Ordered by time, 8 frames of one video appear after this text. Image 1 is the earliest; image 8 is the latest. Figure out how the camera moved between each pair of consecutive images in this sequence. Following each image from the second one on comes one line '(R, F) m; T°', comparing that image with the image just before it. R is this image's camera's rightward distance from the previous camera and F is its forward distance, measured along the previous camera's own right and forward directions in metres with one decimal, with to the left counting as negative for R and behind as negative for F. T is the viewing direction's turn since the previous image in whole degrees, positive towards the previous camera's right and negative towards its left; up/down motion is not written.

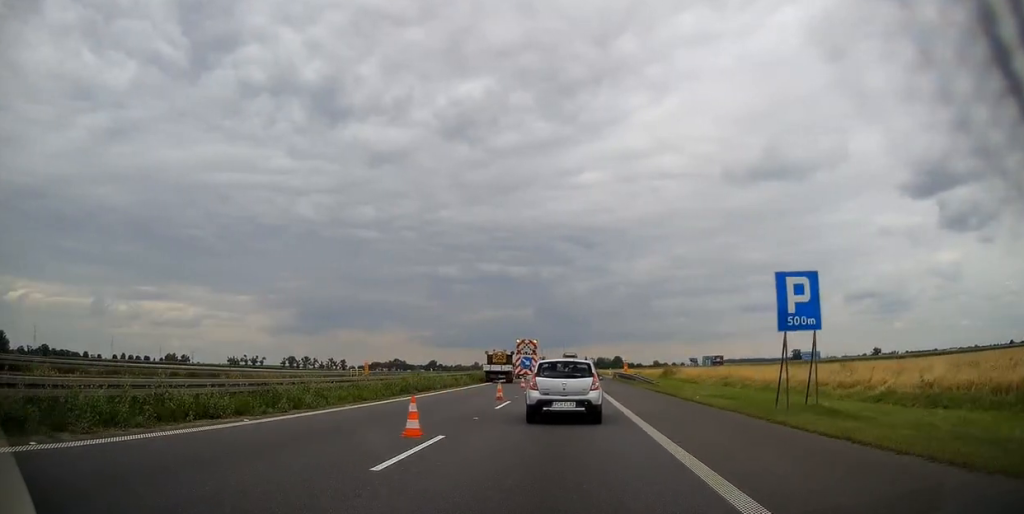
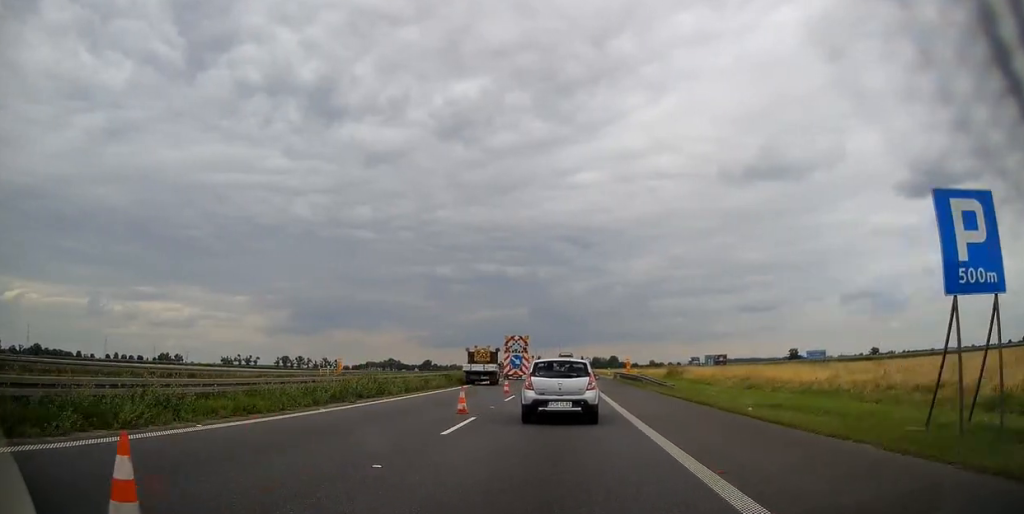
(0.0, +7.7) m; +1°
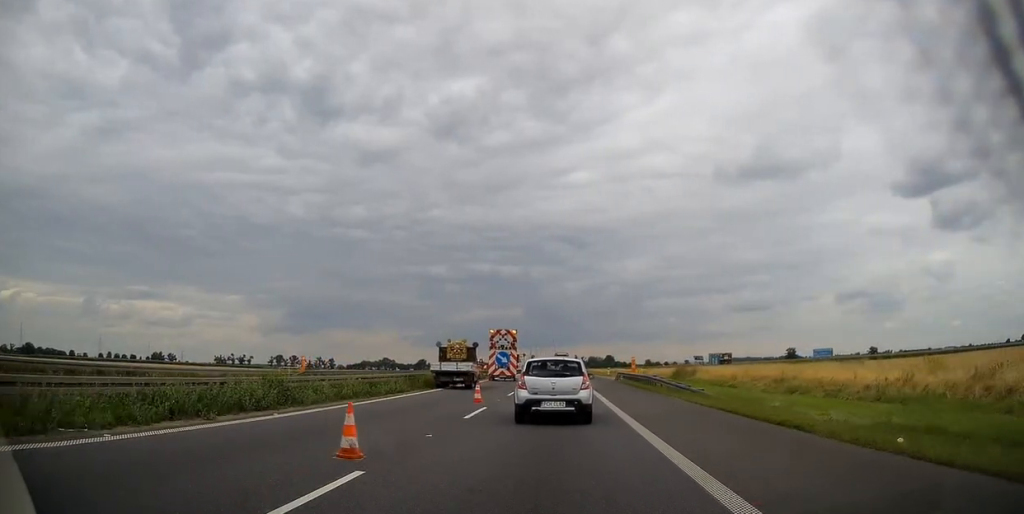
(+0.1, +8.4) m; +1°
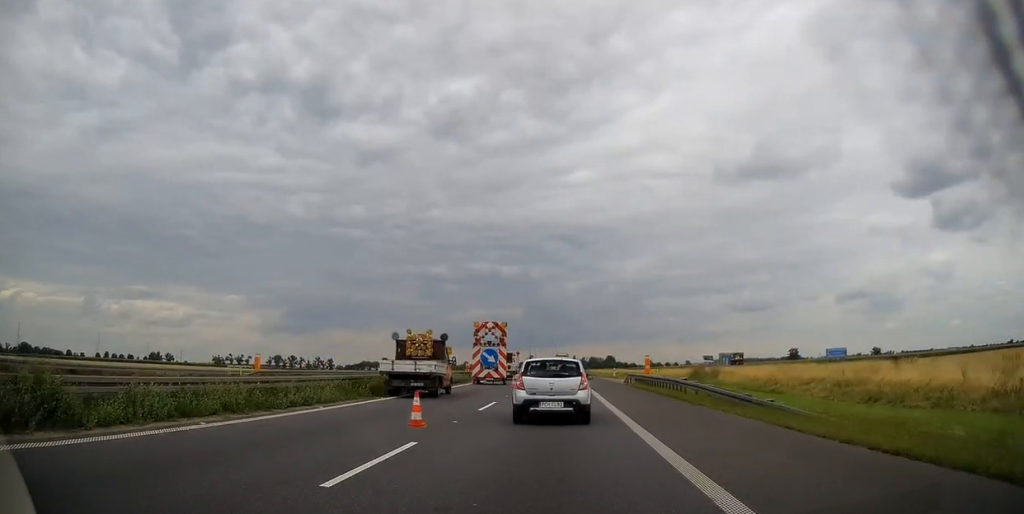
(+0.2, +9.1) m; 0°
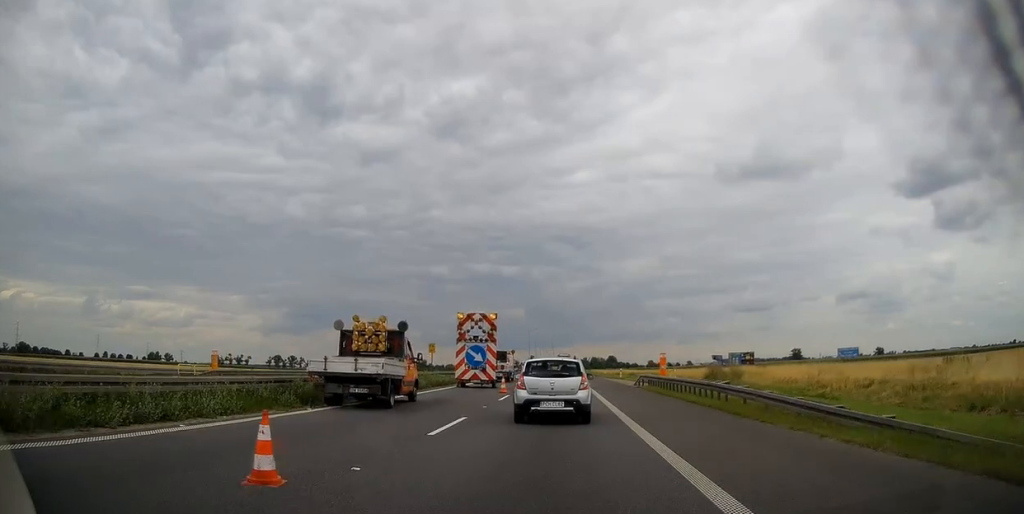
(-0.1, +6.8) m; -1°
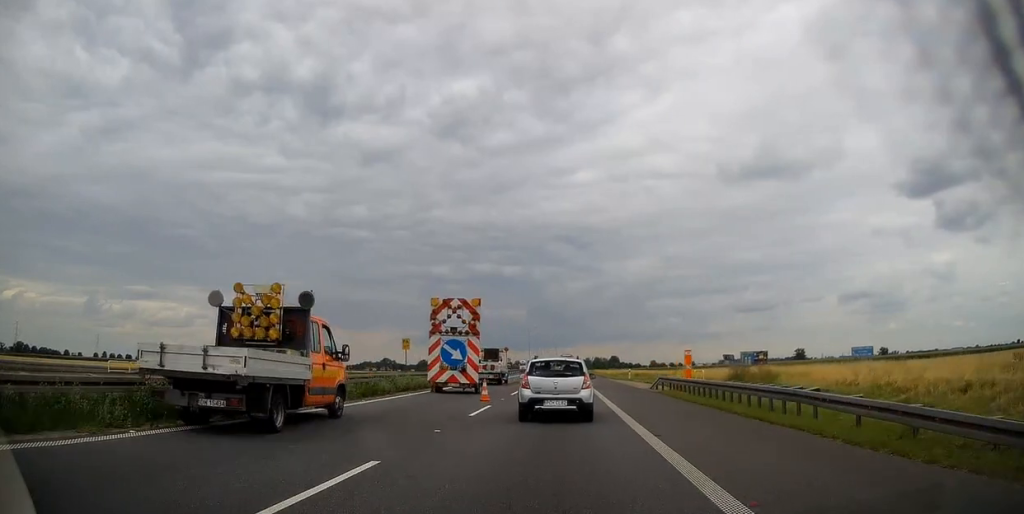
(-0.1, +7.4) m; 0°
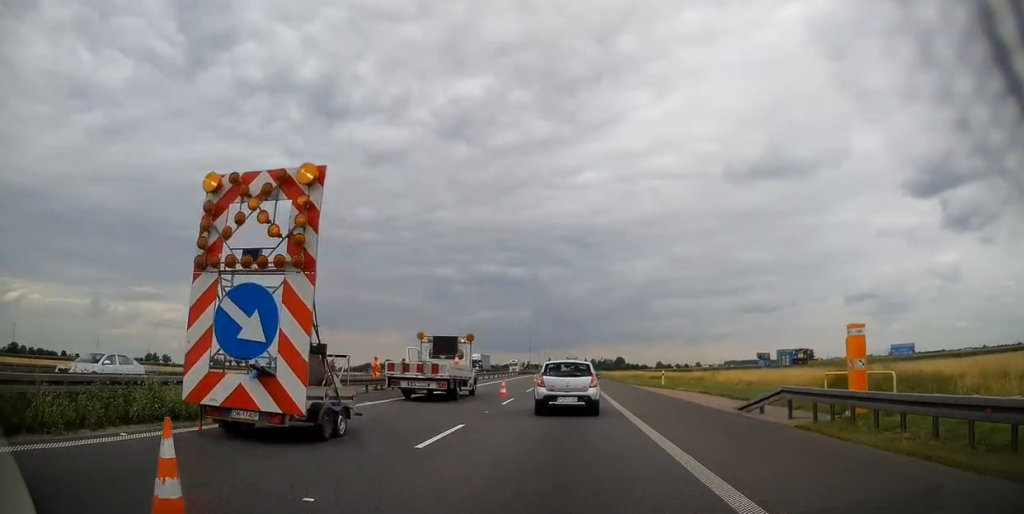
(-0.1, +18.5) m; -1°
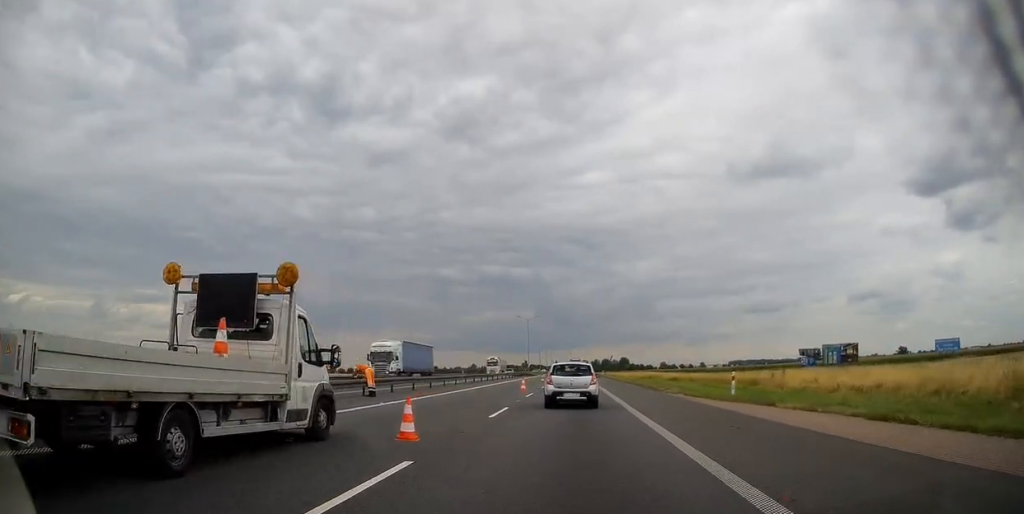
(+0.3, +17.4) m; +1°
